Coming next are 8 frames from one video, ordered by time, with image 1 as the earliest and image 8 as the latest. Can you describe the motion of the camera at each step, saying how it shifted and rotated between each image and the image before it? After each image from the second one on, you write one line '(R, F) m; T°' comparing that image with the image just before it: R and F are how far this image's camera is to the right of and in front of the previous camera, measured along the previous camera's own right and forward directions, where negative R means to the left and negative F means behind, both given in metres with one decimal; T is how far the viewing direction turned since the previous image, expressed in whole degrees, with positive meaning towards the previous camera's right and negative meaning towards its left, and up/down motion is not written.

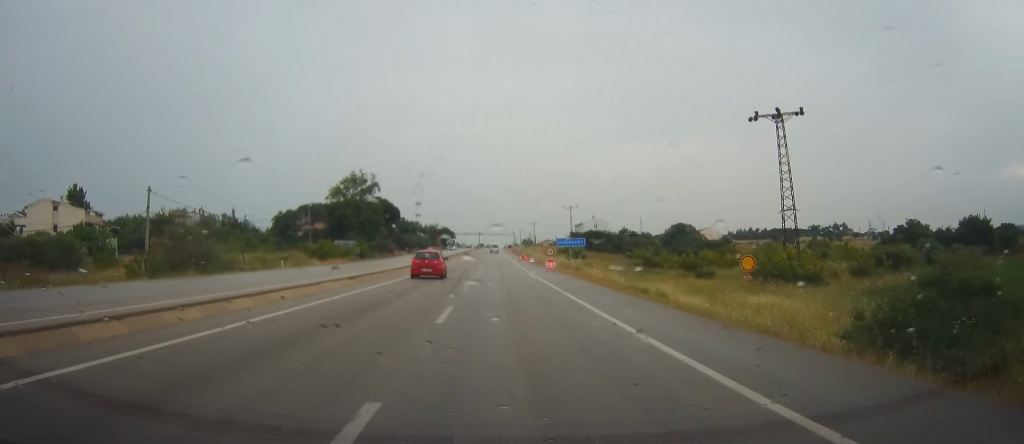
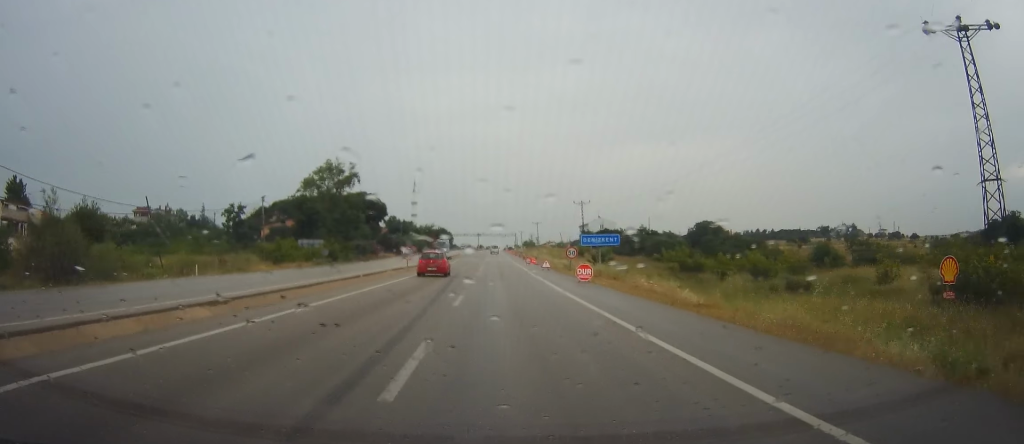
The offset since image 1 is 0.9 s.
(-0.1, +19.0) m; 0°
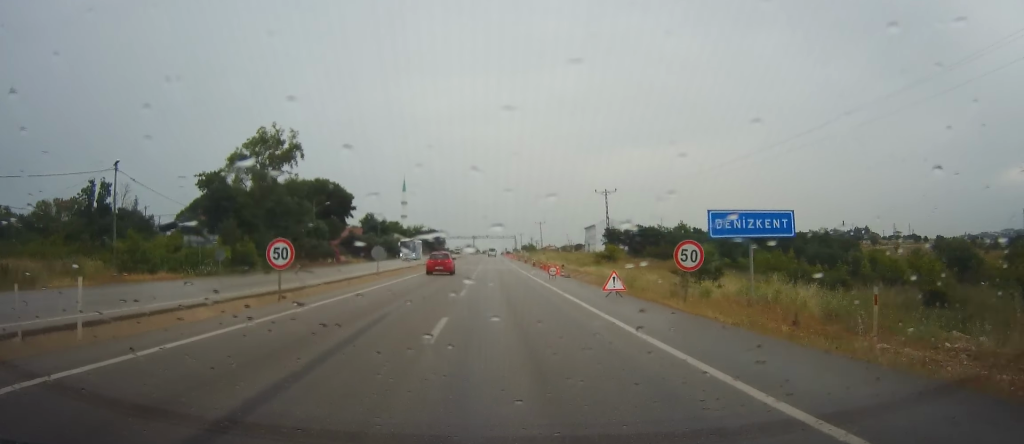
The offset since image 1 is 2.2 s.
(+0.5, +29.9) m; +1°
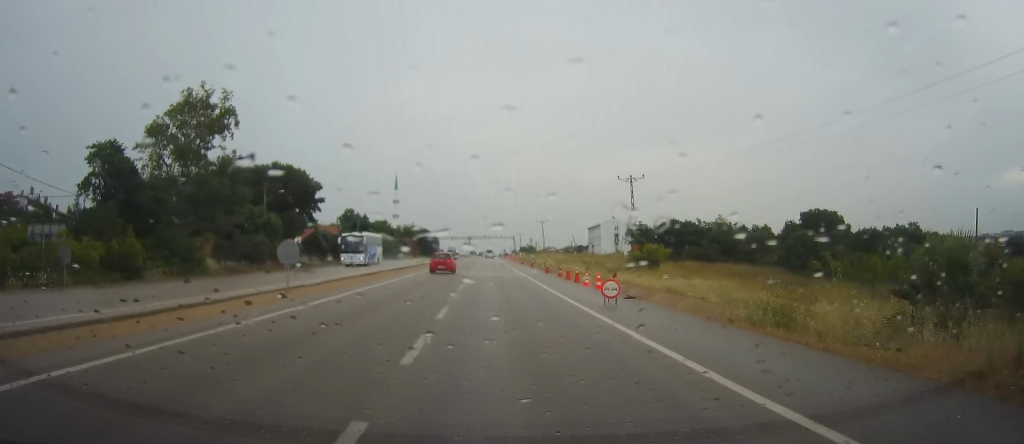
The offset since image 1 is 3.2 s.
(0.0, +19.7) m; -1°
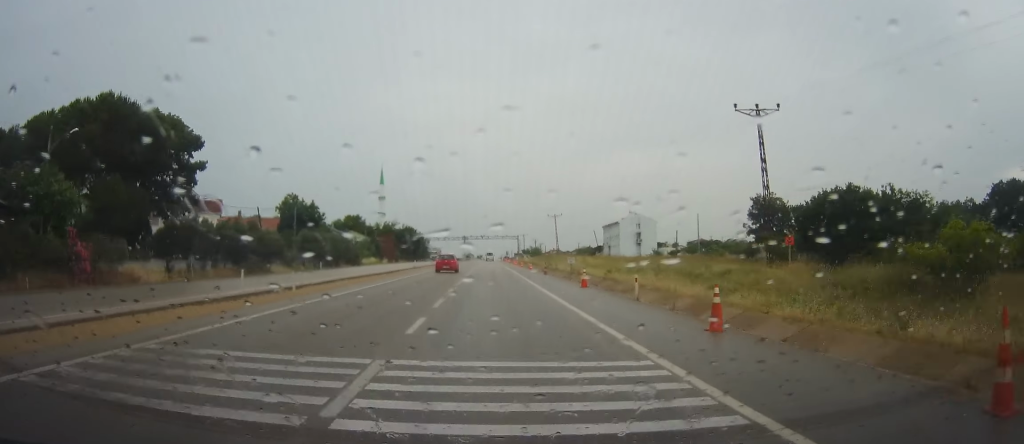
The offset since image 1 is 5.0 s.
(-0.5, +39.5) m; 0°
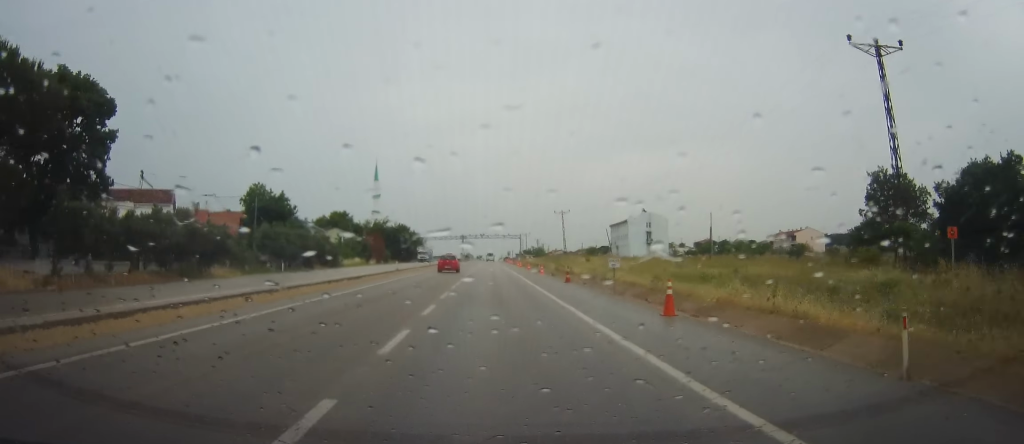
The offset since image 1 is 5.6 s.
(+0.2, +14.2) m; +1°
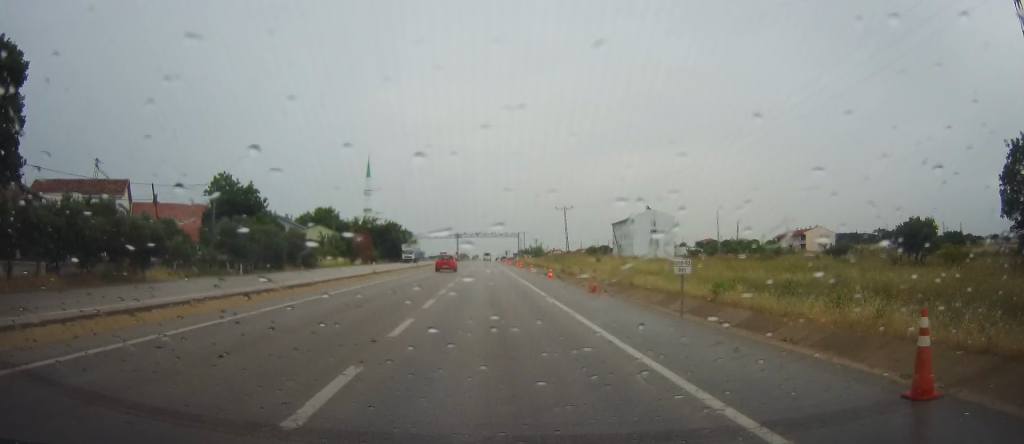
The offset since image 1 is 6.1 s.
(0.0, +10.1) m; 0°
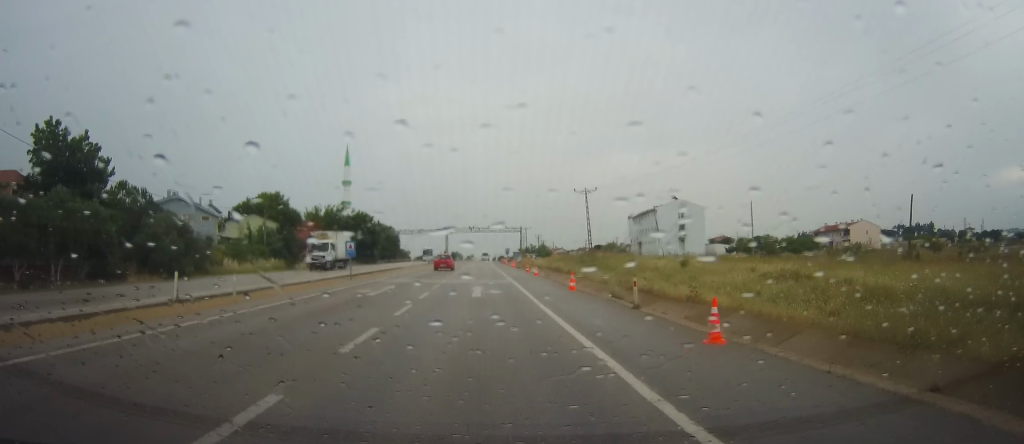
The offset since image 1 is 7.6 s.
(0.0, +32.5) m; +1°
